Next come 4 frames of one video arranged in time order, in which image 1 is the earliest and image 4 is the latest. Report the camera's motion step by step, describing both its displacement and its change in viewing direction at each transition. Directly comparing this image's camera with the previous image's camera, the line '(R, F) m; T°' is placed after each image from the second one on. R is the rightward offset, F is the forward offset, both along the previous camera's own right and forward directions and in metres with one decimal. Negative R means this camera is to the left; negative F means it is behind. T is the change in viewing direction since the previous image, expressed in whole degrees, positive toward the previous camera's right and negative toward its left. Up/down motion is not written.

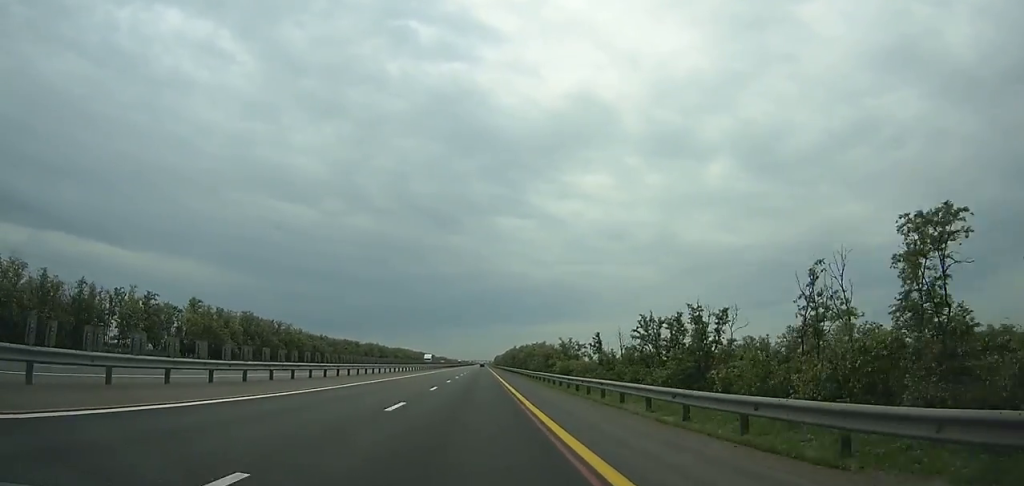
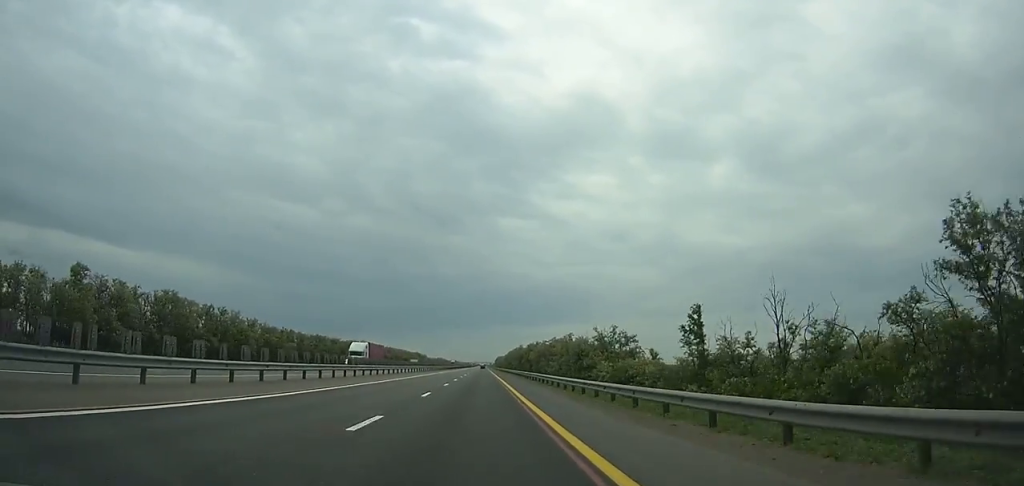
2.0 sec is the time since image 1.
(+0.1, +53.6) m; 0°
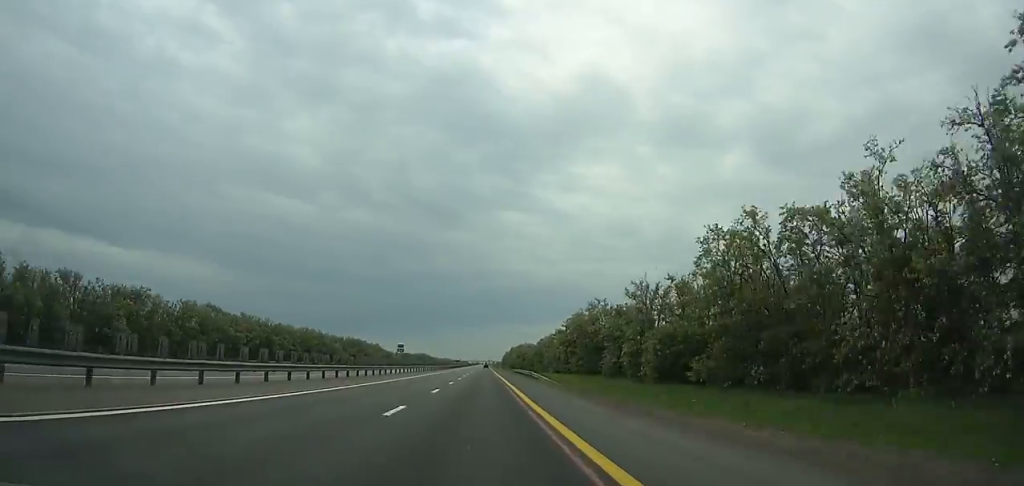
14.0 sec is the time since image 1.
(-0.5, +320.2) m; 0°
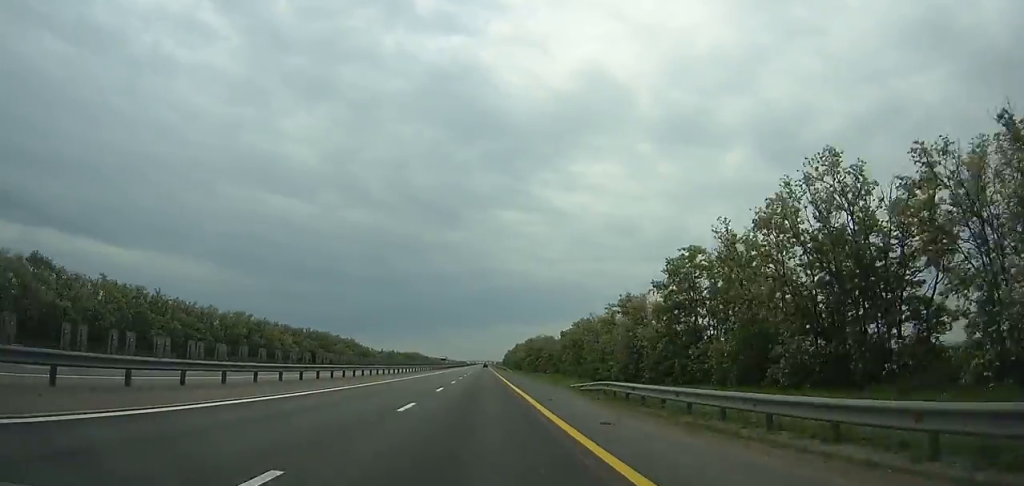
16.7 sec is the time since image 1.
(0.0, +71.2) m; 0°
